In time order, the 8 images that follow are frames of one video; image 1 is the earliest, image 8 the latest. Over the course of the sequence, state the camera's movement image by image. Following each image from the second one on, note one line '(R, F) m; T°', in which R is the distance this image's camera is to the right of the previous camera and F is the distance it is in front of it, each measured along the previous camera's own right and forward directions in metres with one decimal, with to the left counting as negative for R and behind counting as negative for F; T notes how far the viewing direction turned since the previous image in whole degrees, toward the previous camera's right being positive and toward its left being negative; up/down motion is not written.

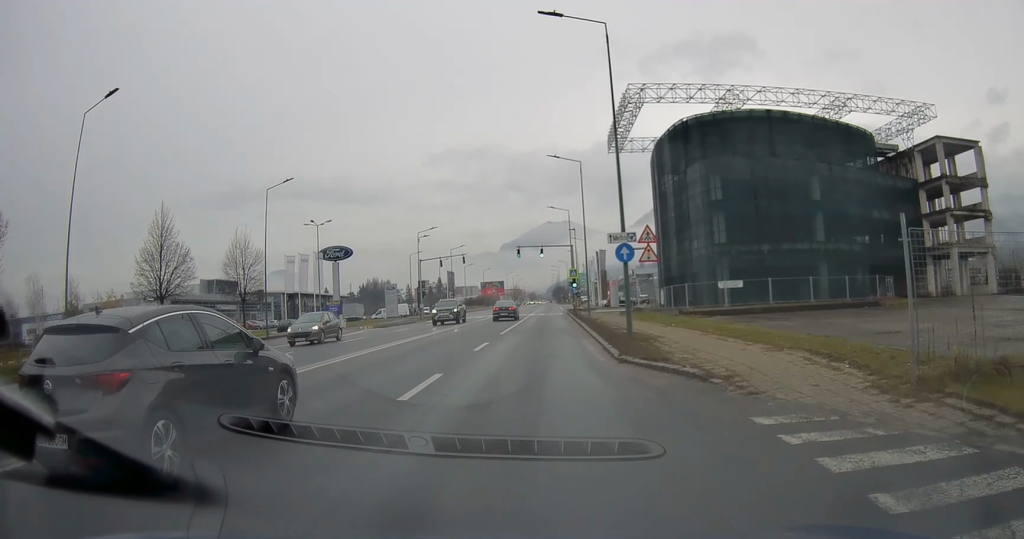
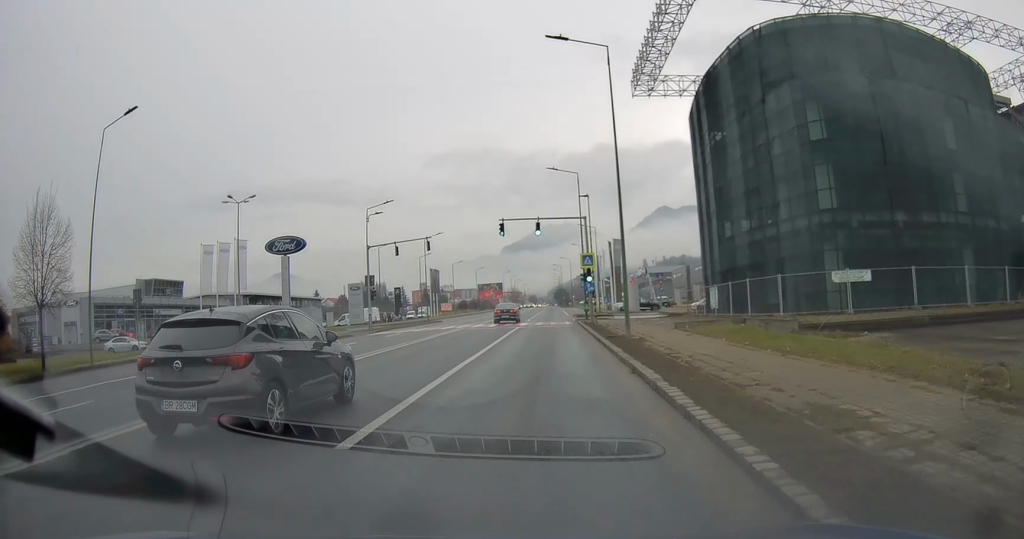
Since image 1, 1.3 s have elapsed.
(+0.3, +21.0) m; 0°
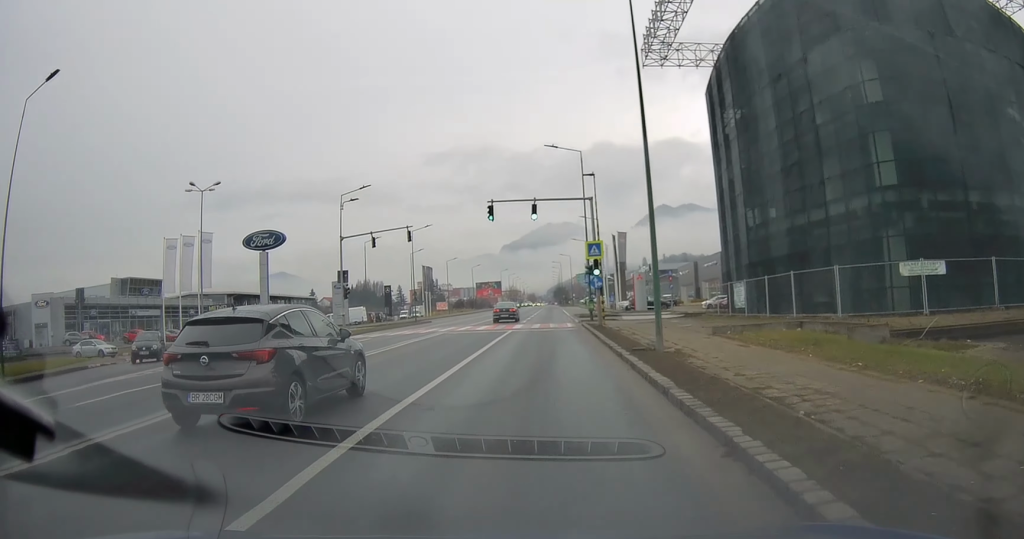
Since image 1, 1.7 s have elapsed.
(-0.1, +6.5) m; 0°
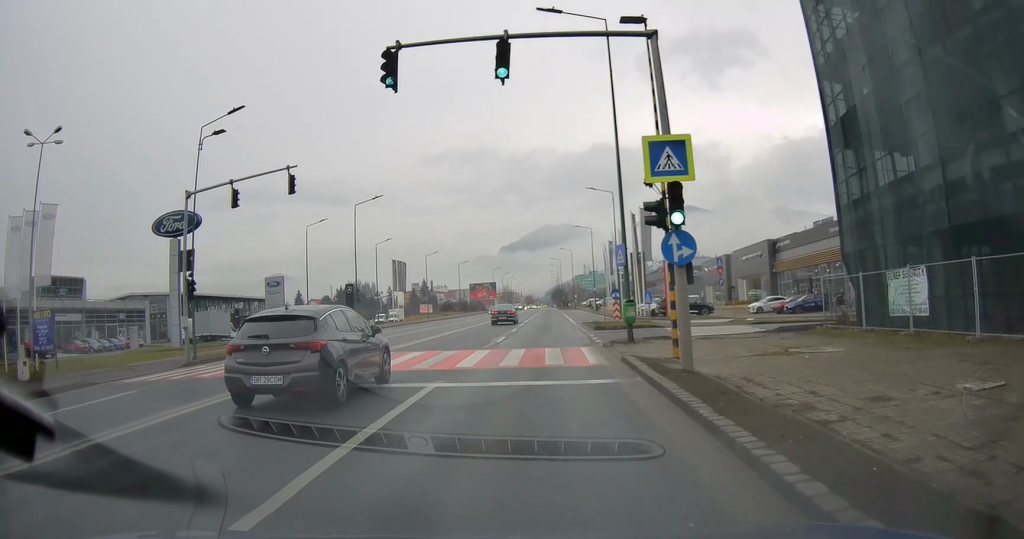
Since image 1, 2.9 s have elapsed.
(-0.2, +20.2) m; 0°
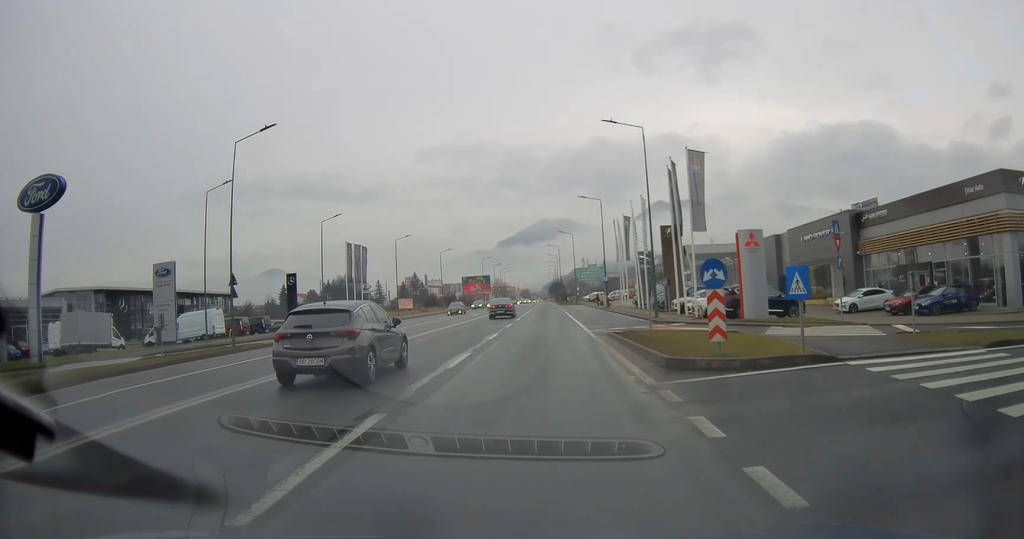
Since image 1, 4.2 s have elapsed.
(0.0, +20.2) m; +1°
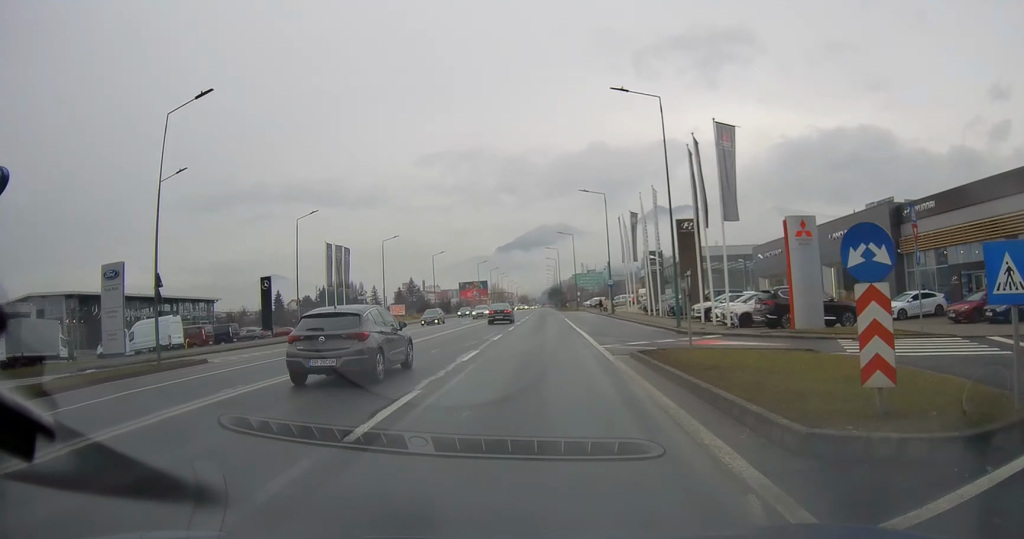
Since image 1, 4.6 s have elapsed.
(0.0, +6.5) m; 0°
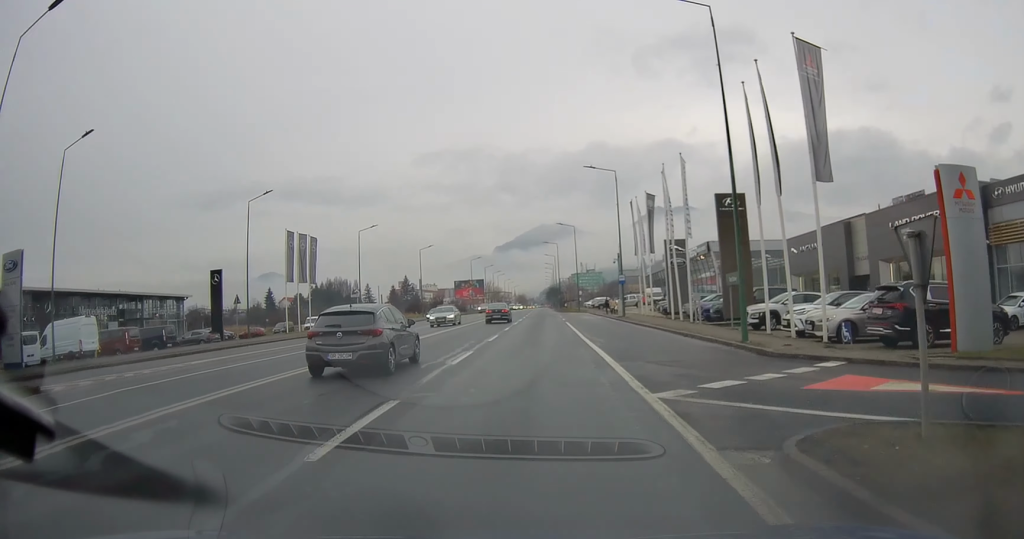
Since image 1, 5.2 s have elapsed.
(+0.2, +10.2) m; 0°
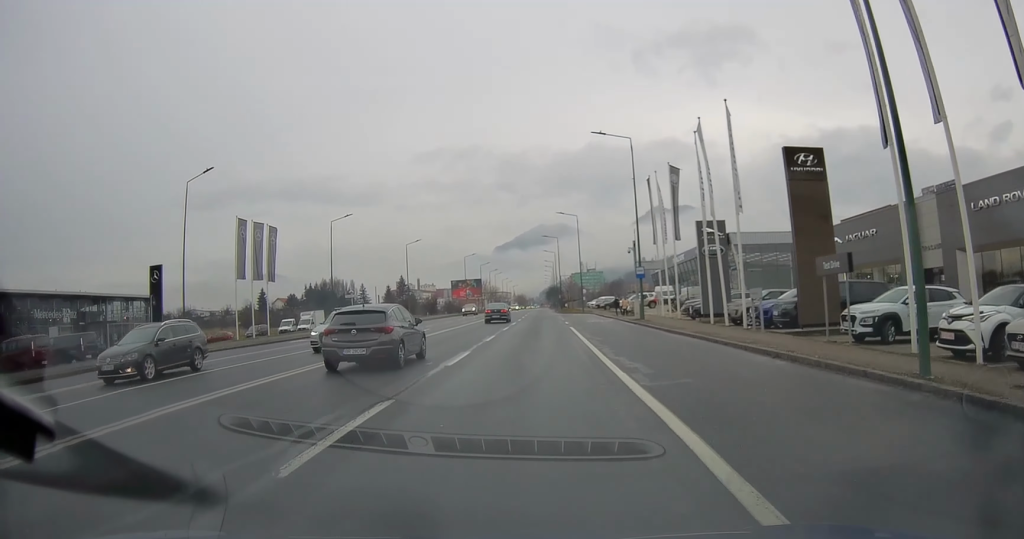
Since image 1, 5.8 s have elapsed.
(0.0, +9.6) m; -1°
